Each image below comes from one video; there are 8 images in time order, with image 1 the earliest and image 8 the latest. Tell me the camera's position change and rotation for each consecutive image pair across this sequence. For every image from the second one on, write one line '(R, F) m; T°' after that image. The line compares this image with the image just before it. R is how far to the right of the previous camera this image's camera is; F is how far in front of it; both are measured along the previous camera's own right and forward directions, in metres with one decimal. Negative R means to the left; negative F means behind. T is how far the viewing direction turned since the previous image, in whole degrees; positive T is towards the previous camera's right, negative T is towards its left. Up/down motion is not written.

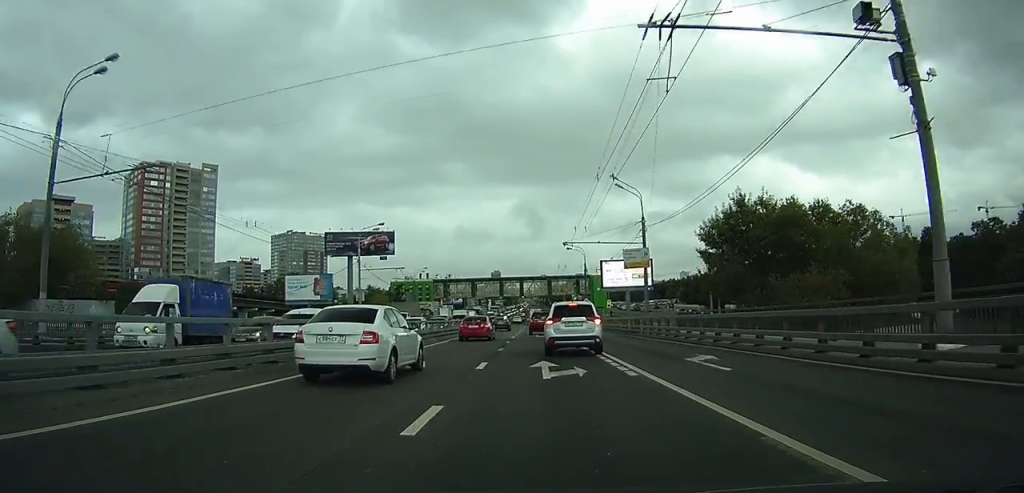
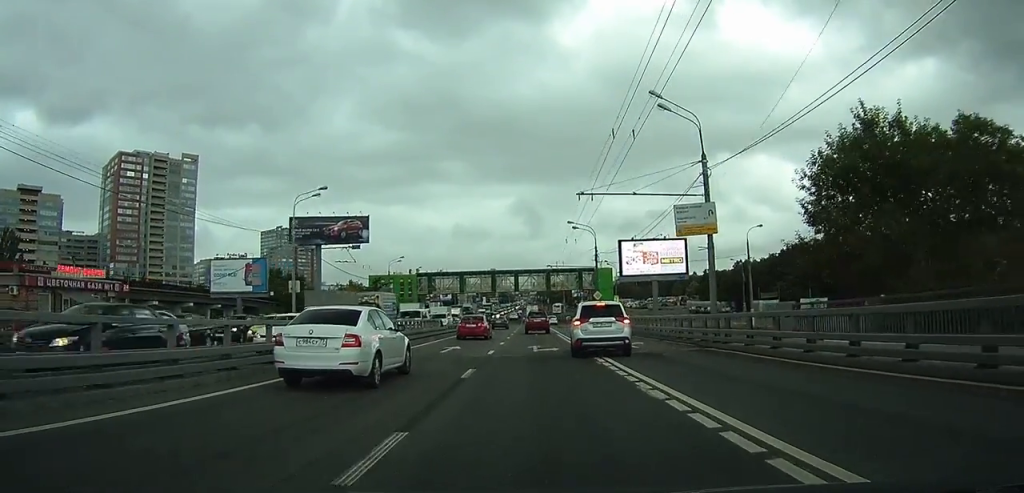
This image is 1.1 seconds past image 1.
(+0.1, +17.5) m; 0°
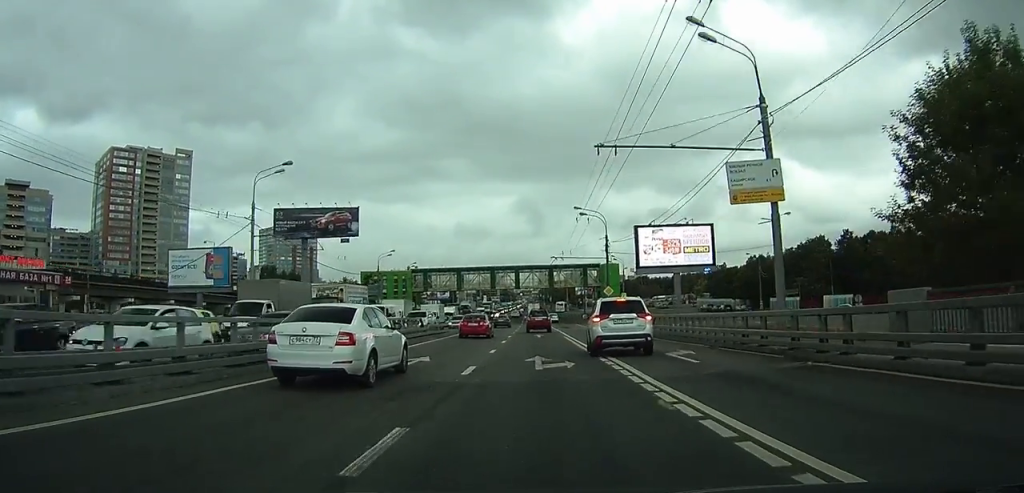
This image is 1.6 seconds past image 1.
(0.0, +7.6) m; 0°
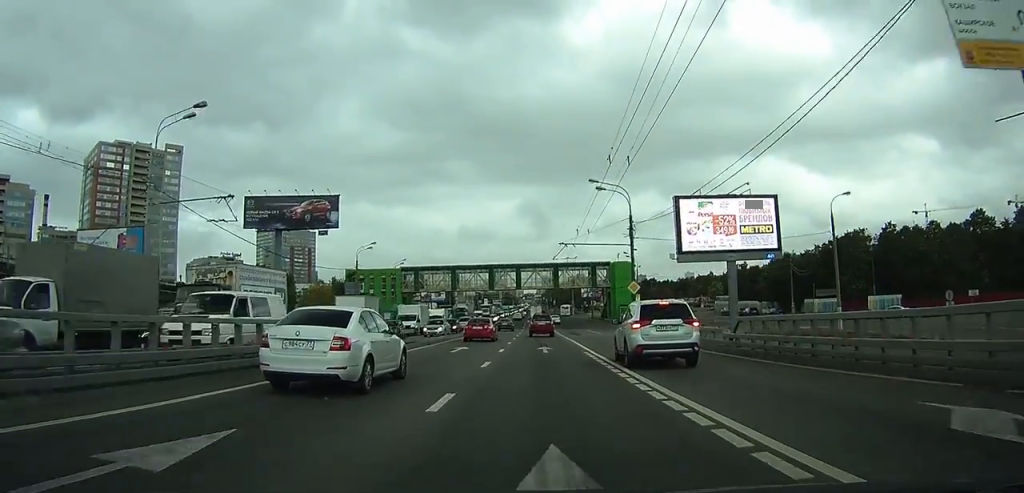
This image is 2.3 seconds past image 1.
(0.0, +12.0) m; 0°
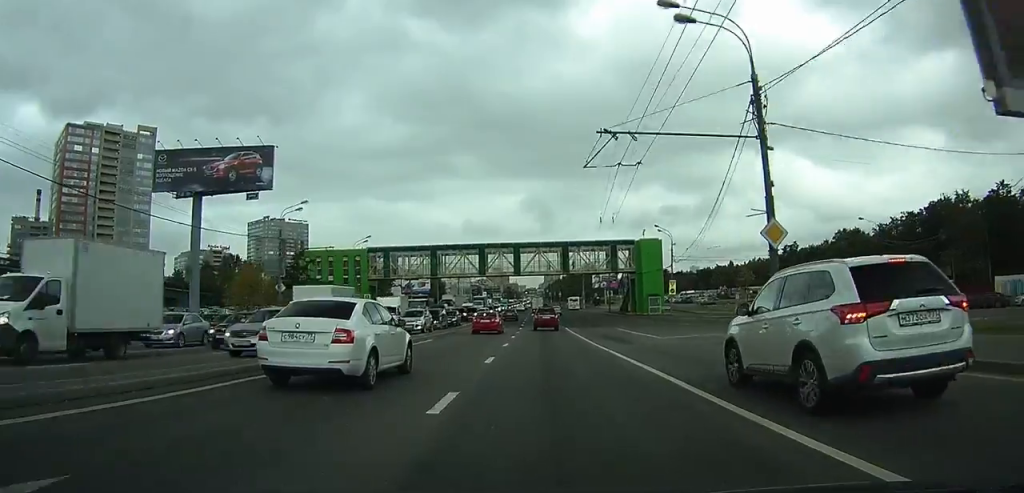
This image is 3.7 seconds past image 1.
(-0.1, +24.2) m; -1°
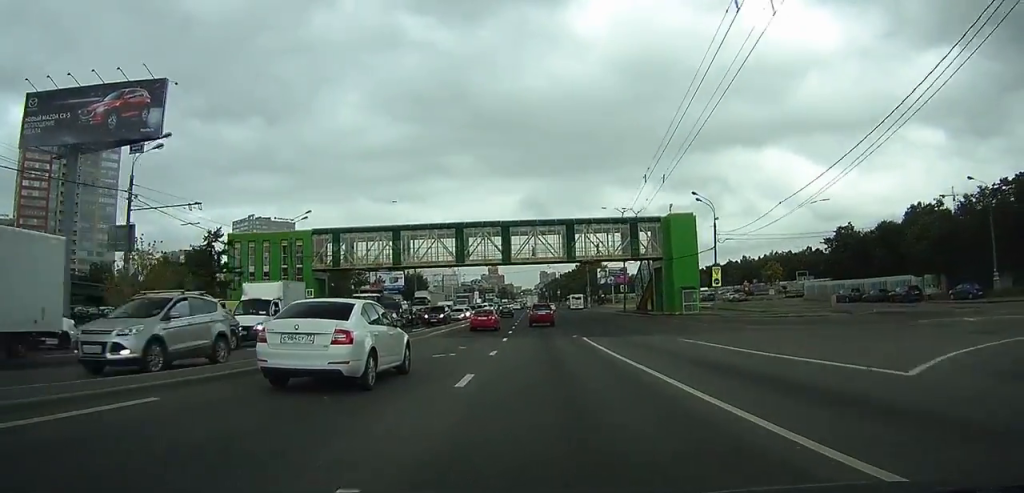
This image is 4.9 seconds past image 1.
(0.0, +20.7) m; 0°
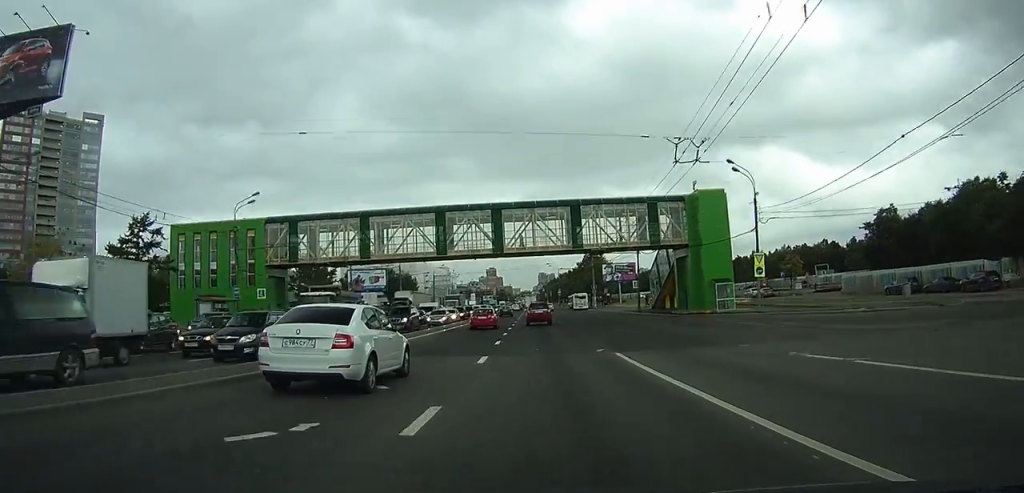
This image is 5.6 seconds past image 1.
(0.0, +11.6) m; 0°
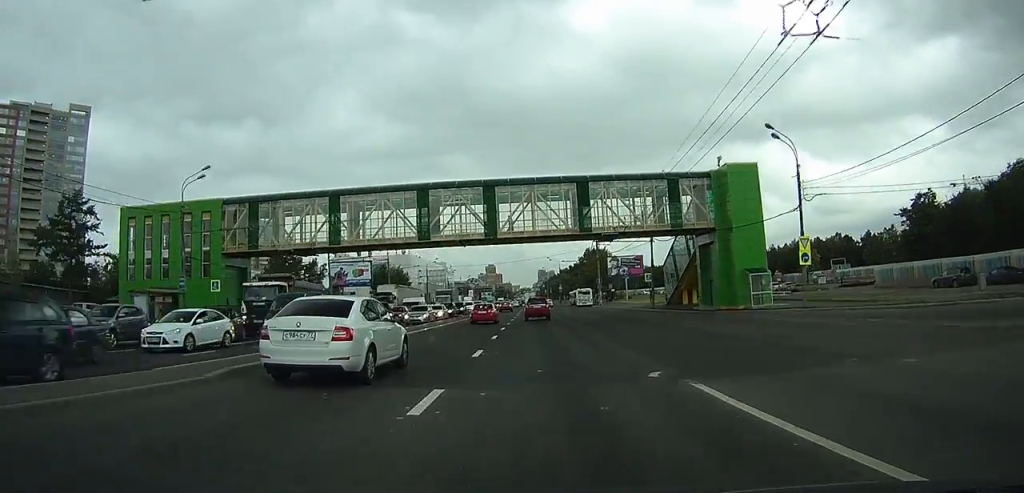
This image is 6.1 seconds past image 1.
(0.0, +8.2) m; 0°
